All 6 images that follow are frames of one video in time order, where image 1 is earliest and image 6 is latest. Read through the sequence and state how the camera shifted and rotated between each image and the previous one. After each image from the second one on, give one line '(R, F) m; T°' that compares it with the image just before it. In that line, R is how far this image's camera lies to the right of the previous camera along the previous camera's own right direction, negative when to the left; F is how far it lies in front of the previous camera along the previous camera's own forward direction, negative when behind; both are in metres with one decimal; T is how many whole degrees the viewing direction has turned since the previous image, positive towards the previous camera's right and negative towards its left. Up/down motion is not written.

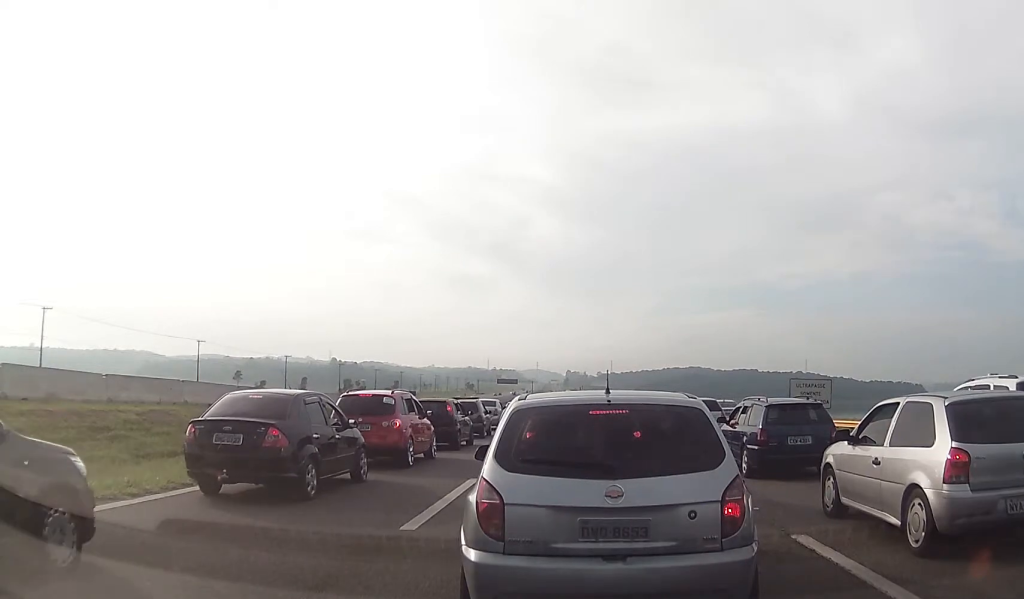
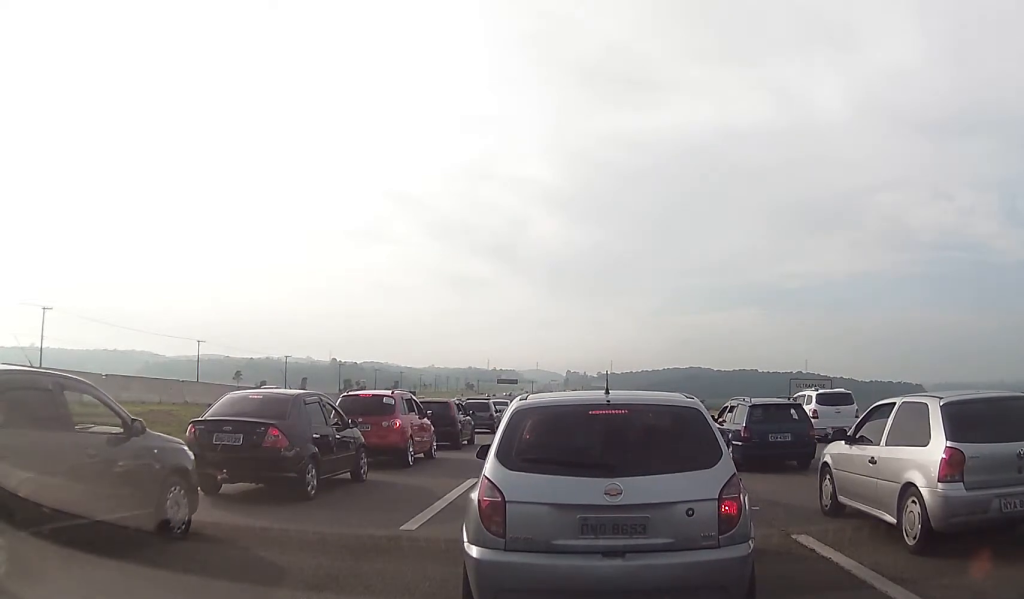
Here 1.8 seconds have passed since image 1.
(0.0, 0.0) m; 0°
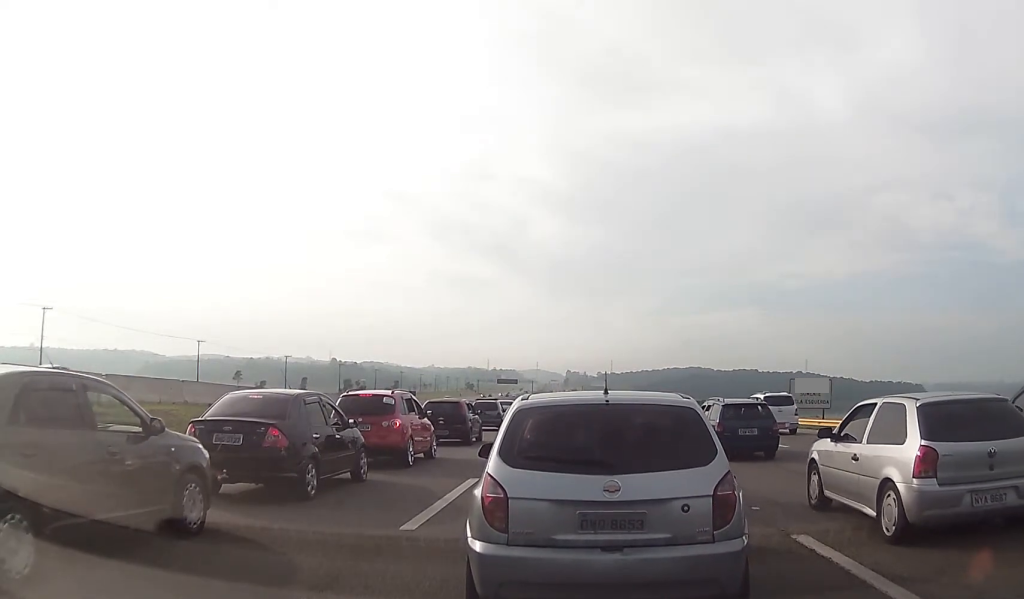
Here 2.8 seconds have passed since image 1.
(0.0, 0.0) m; 0°
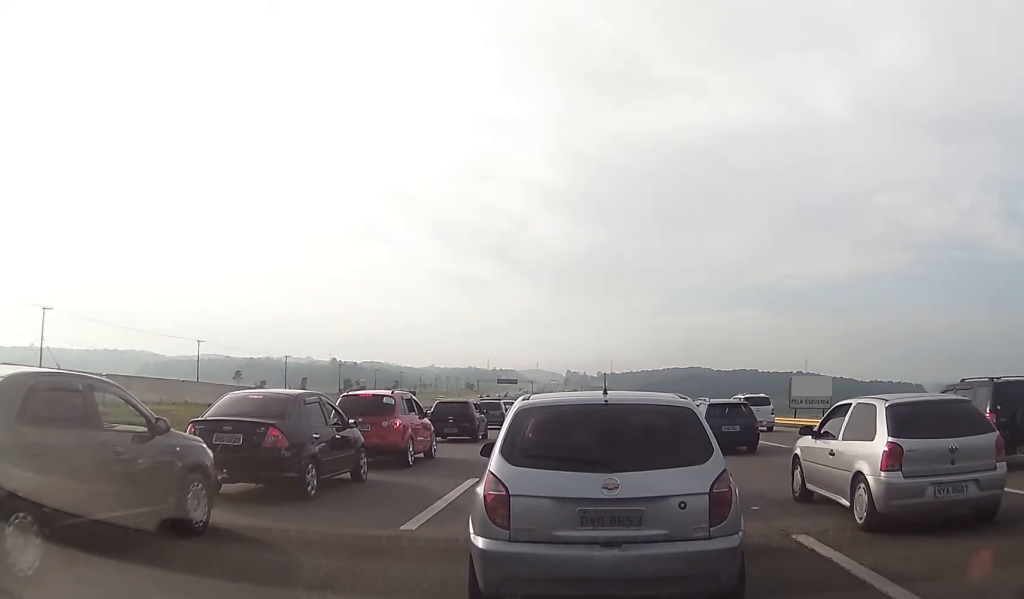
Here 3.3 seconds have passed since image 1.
(0.0, 0.0) m; 0°
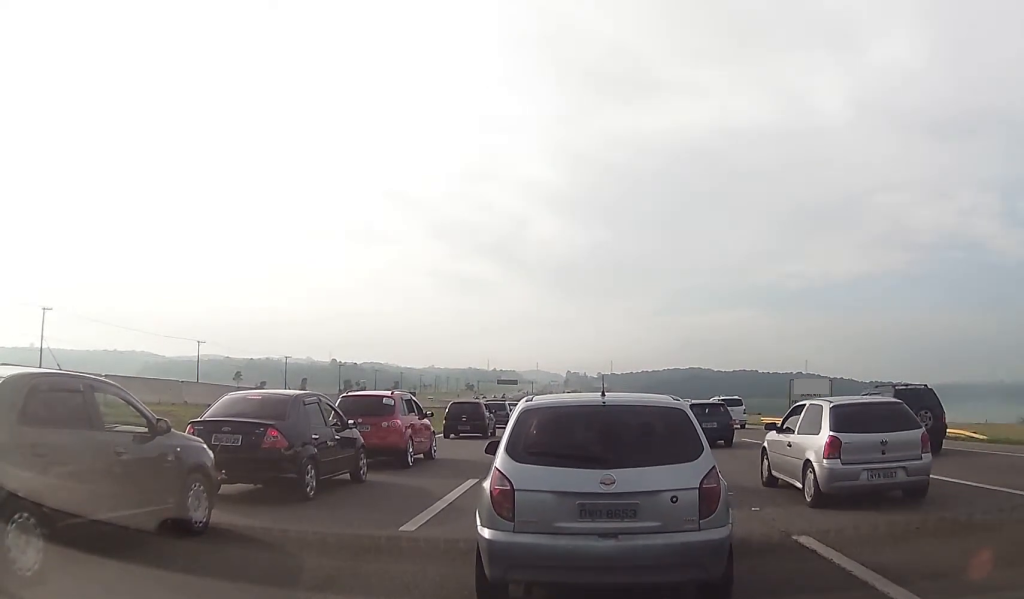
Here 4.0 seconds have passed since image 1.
(0.0, 0.0) m; 0°
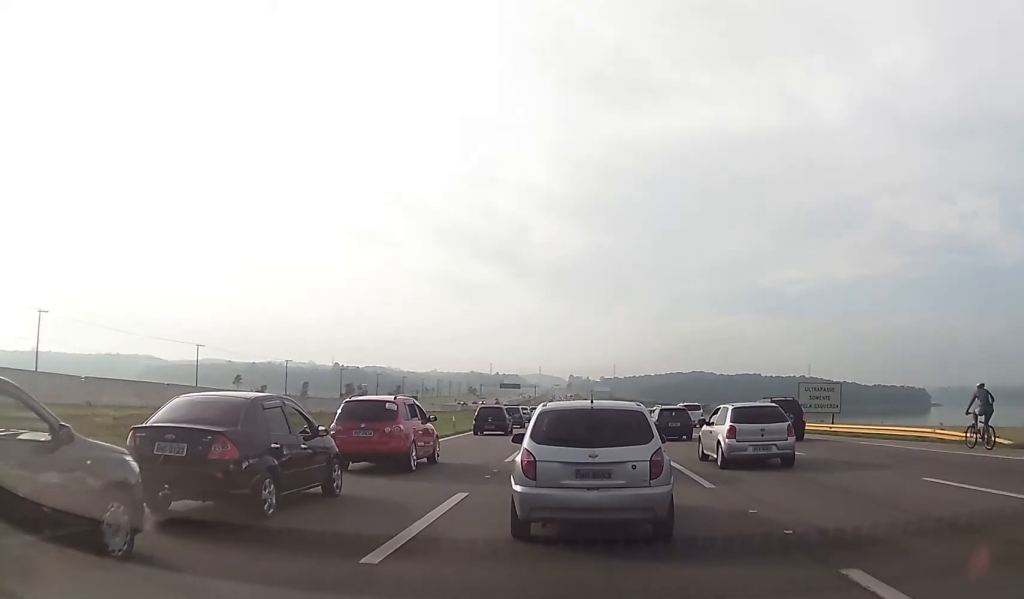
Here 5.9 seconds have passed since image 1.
(+0.2, +0.4) m; +3°
